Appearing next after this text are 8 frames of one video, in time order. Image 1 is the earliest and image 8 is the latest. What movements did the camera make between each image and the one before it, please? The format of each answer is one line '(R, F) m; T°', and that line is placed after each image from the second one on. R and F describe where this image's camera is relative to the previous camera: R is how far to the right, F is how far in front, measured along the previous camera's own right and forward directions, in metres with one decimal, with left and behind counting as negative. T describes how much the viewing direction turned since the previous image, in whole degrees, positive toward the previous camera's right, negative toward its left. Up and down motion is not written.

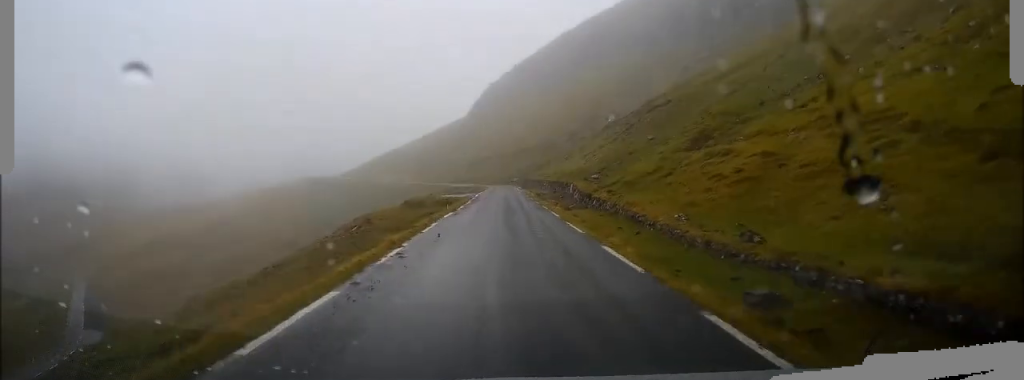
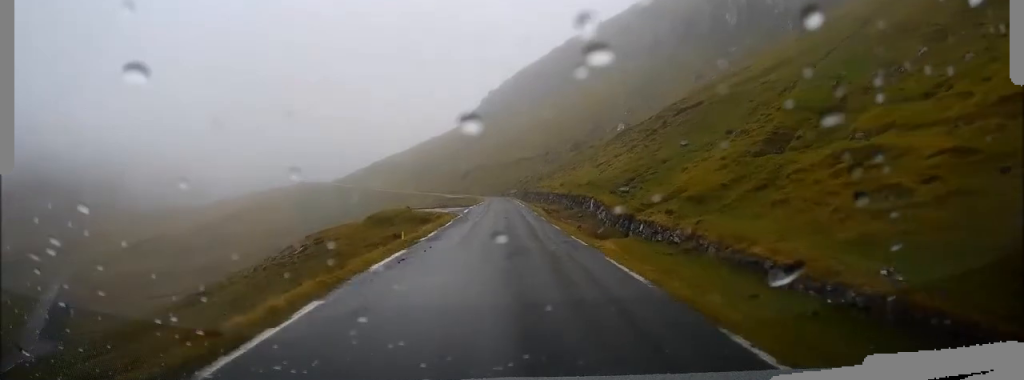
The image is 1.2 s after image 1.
(-0.3, +12.3) m; -2°
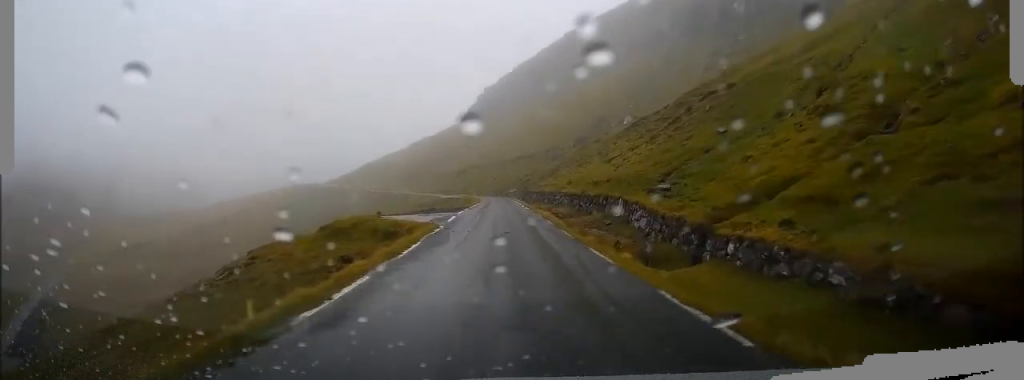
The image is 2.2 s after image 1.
(-0.1, +9.3) m; +2°
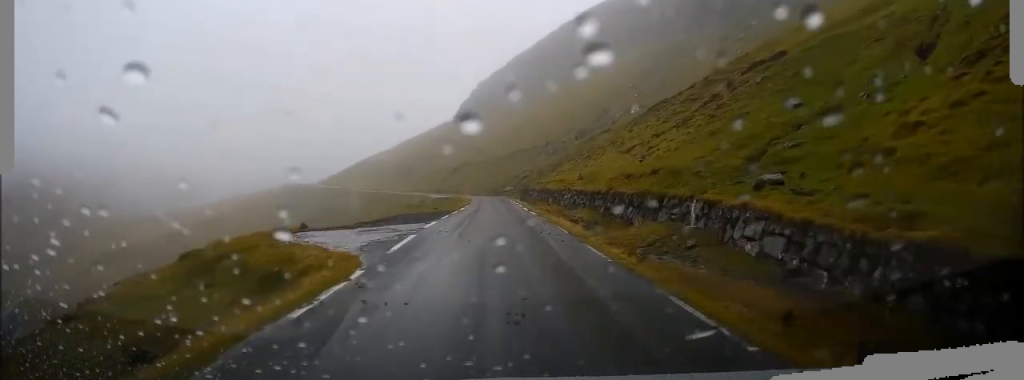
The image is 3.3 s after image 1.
(+0.5, +11.7) m; 0°
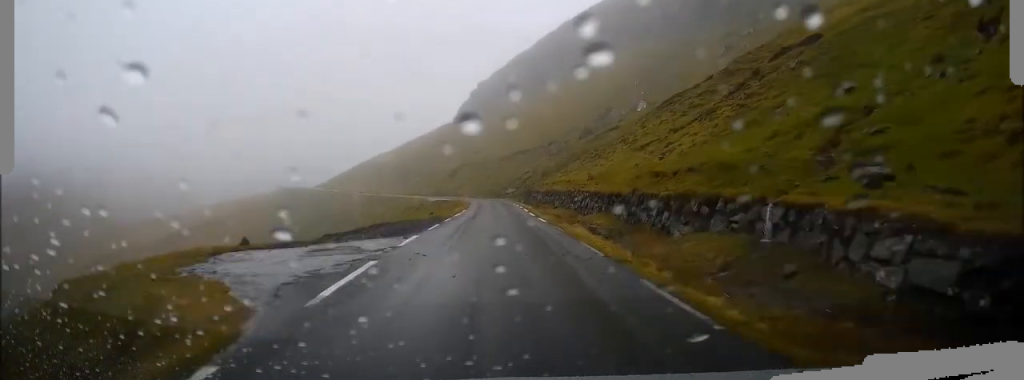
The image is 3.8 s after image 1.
(-0.2, +5.1) m; -1°
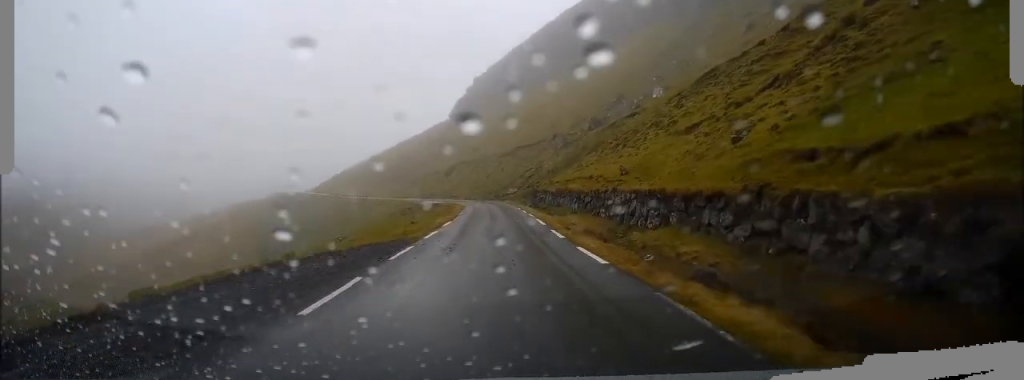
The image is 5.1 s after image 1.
(+0.1, +12.6) m; 0°
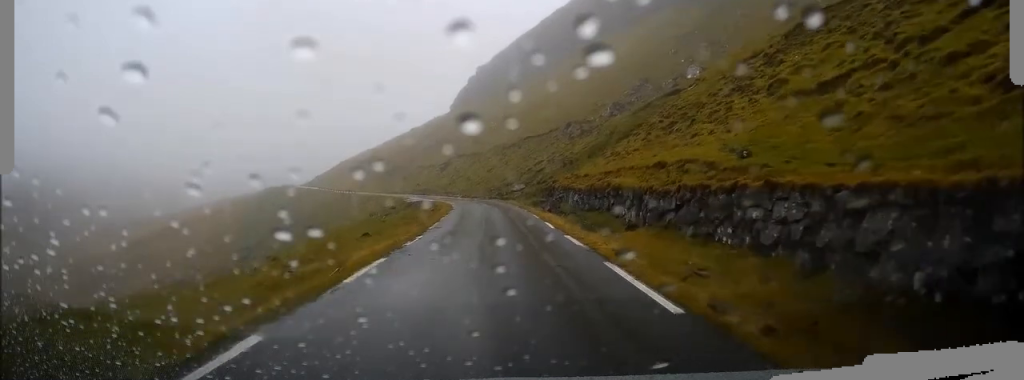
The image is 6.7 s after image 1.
(+0.5, +16.4) m; +3°
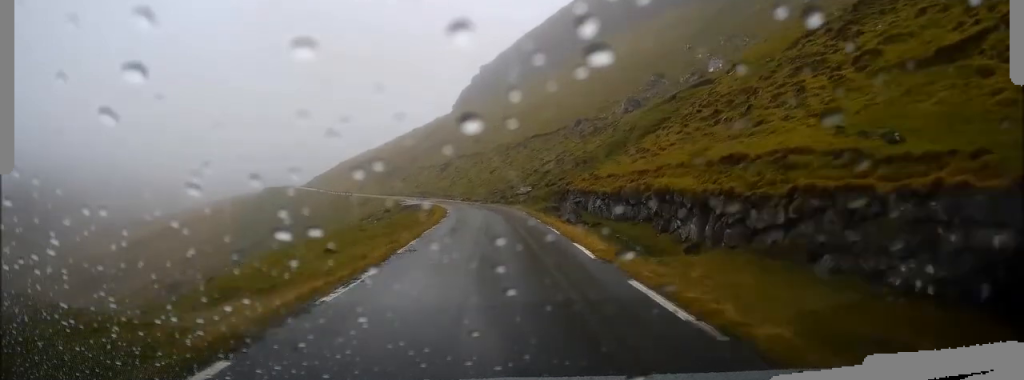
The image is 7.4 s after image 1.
(+0.1, +7.2) m; -1°
